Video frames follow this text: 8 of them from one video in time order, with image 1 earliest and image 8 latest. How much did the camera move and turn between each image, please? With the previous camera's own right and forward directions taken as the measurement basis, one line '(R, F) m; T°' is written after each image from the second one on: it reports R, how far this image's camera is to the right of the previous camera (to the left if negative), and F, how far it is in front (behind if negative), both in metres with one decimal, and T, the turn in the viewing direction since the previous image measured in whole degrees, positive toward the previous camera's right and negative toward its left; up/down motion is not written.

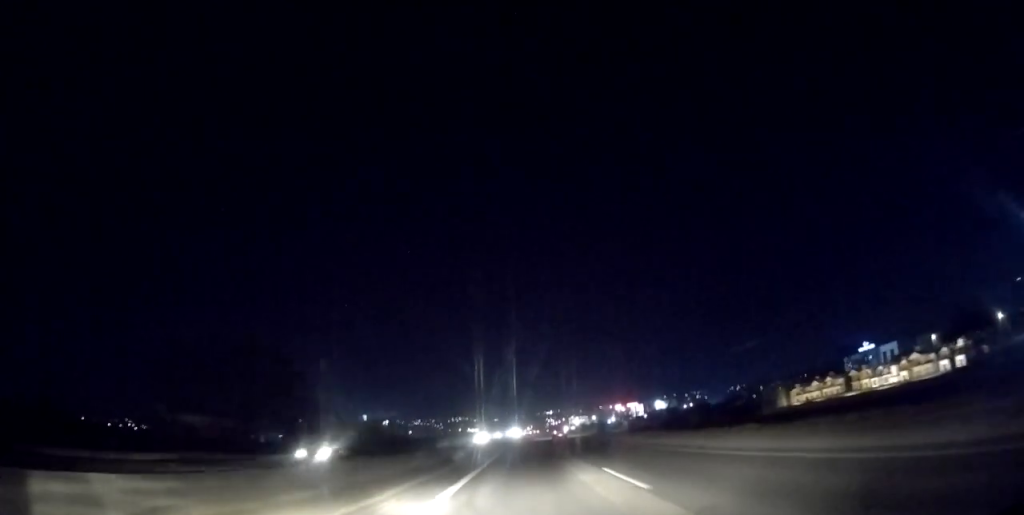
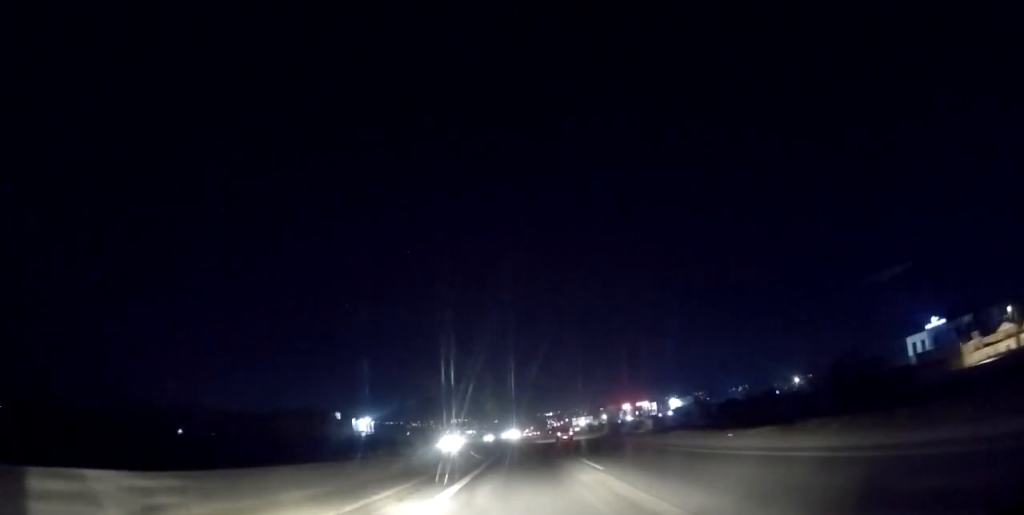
(-0.3, +29.3) m; -3°
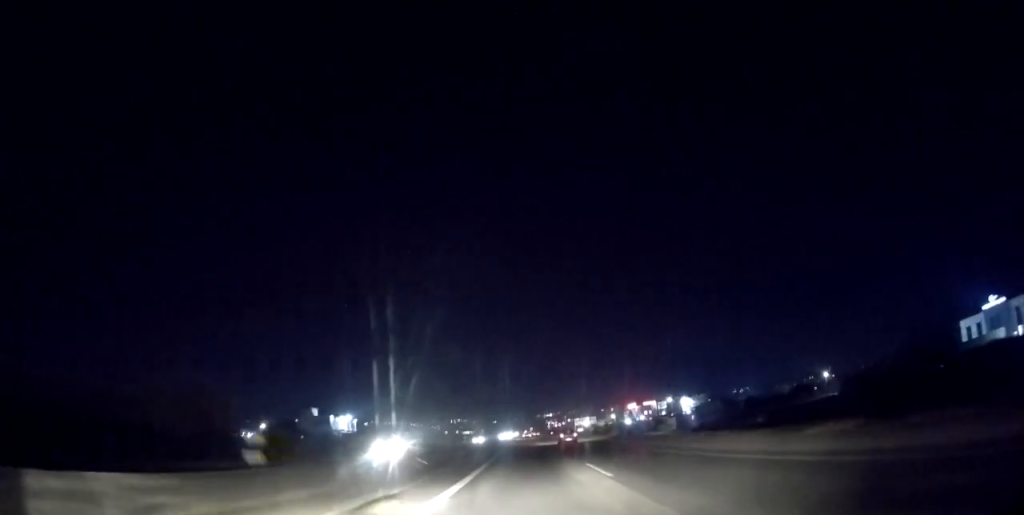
(-0.7, +19.2) m; 0°
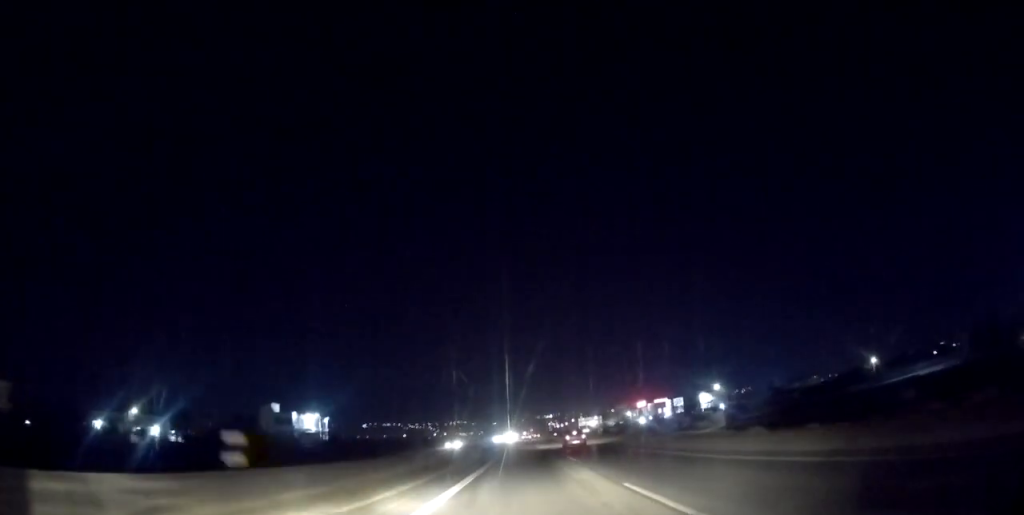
(-0.5, +25.0) m; +1°
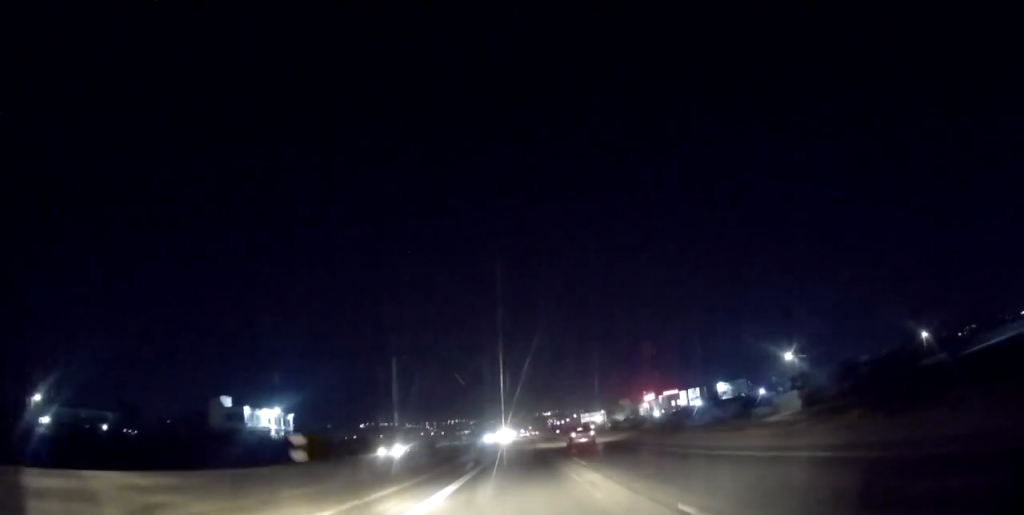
(+1.2, +22.1) m; +3°
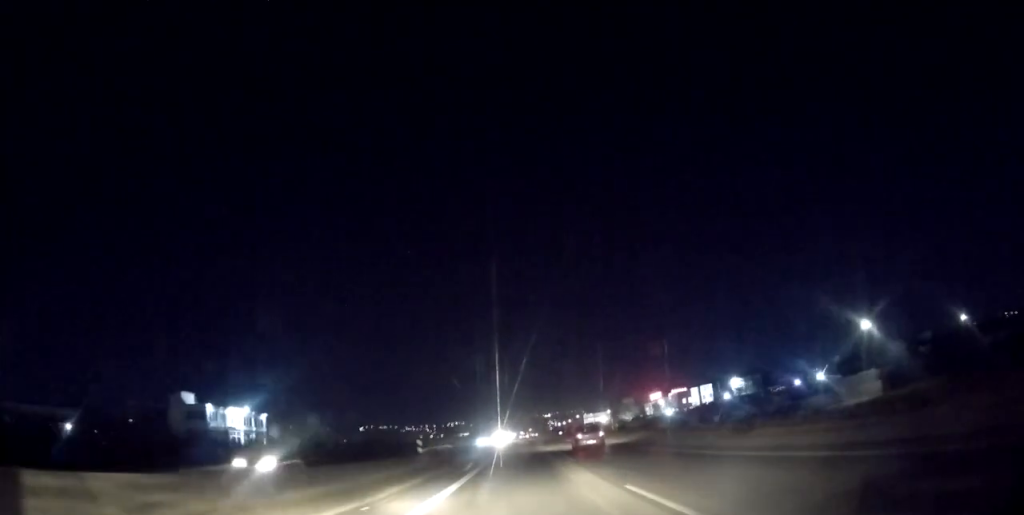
(0.0, +14.3) m; 0°
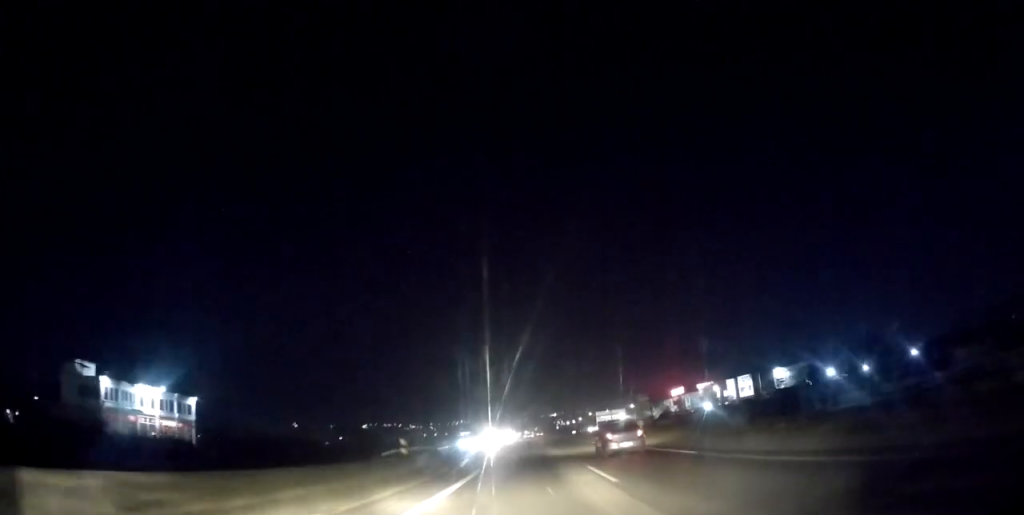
(0.0, +28.2) m; 0°
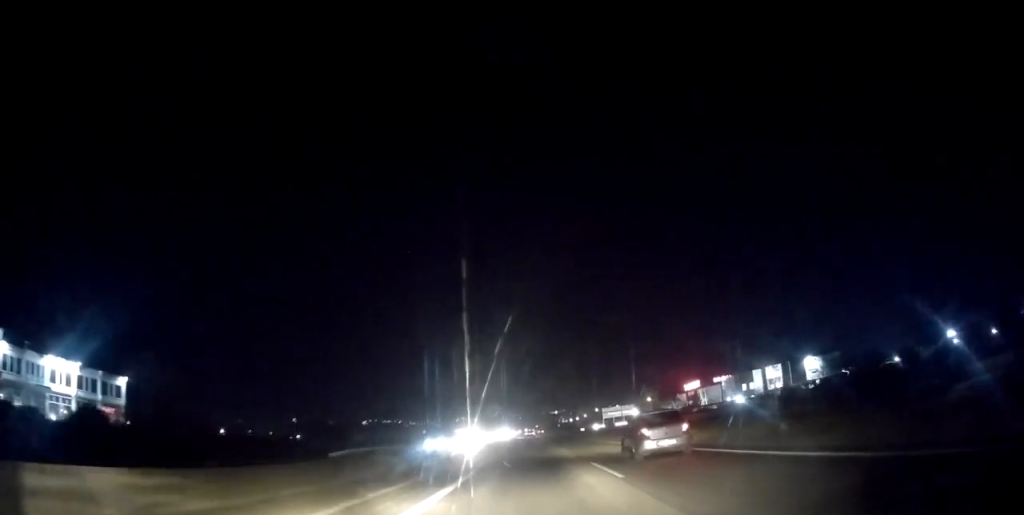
(0.0, +18.0) m; 0°
